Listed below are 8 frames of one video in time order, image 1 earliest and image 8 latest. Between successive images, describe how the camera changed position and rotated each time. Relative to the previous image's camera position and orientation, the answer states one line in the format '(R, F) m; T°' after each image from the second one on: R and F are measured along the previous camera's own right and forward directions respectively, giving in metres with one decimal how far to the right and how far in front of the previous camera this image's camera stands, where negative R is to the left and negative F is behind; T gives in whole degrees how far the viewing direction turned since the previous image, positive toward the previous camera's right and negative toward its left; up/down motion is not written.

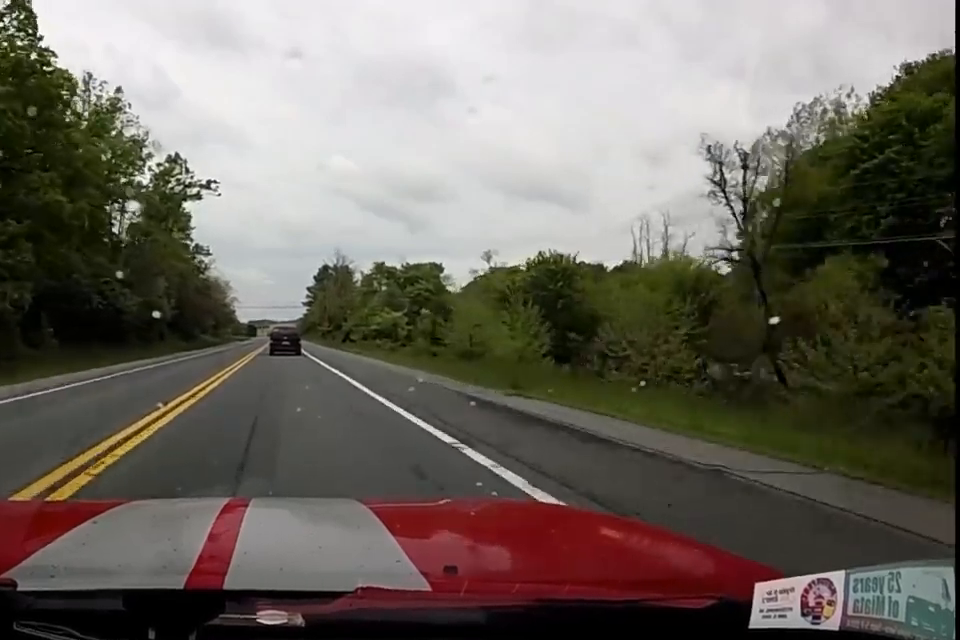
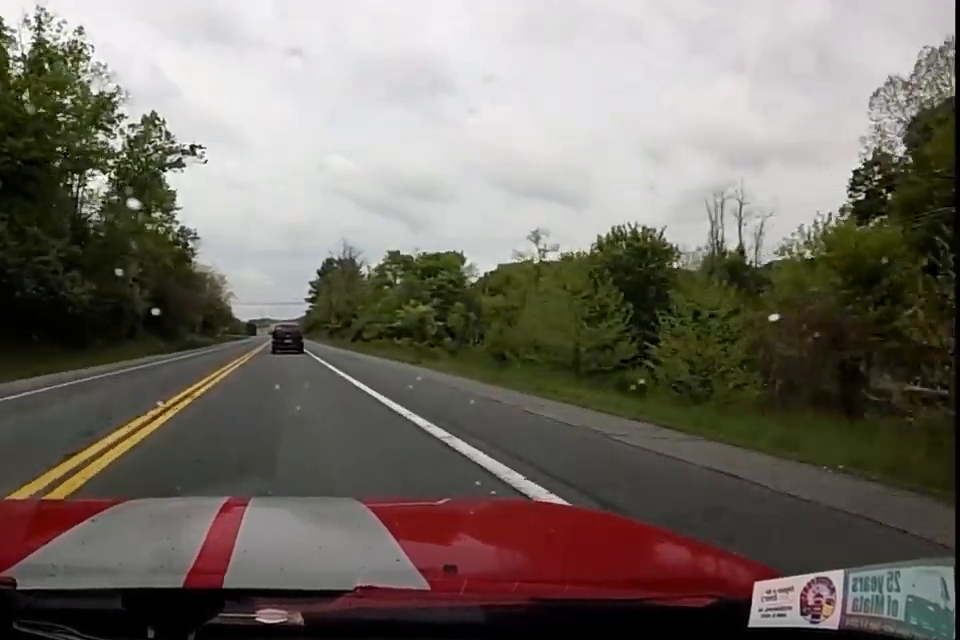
(-0.8, +14.1) m; 0°
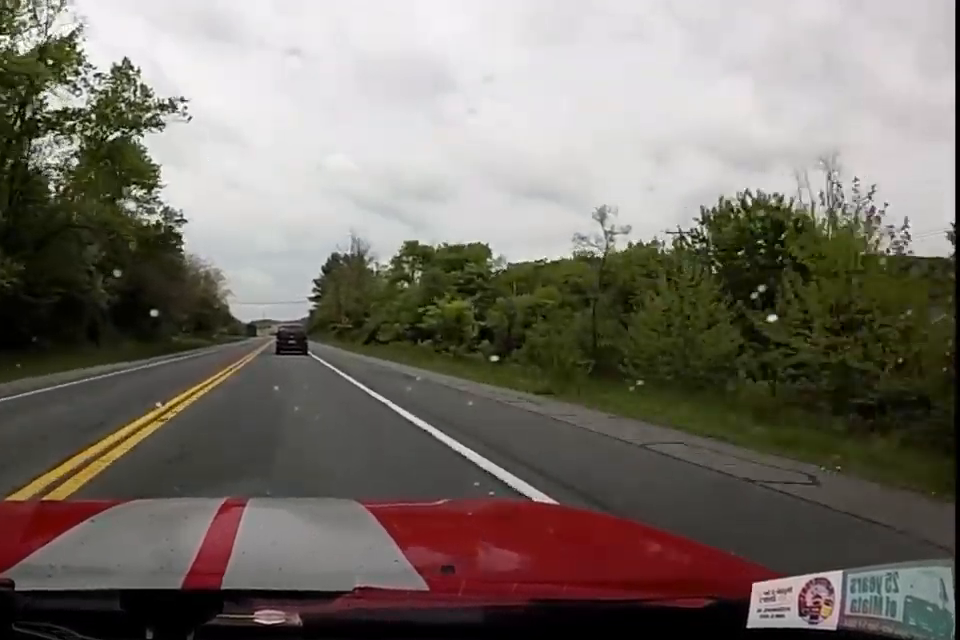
(0.0, +12.5) m; 0°
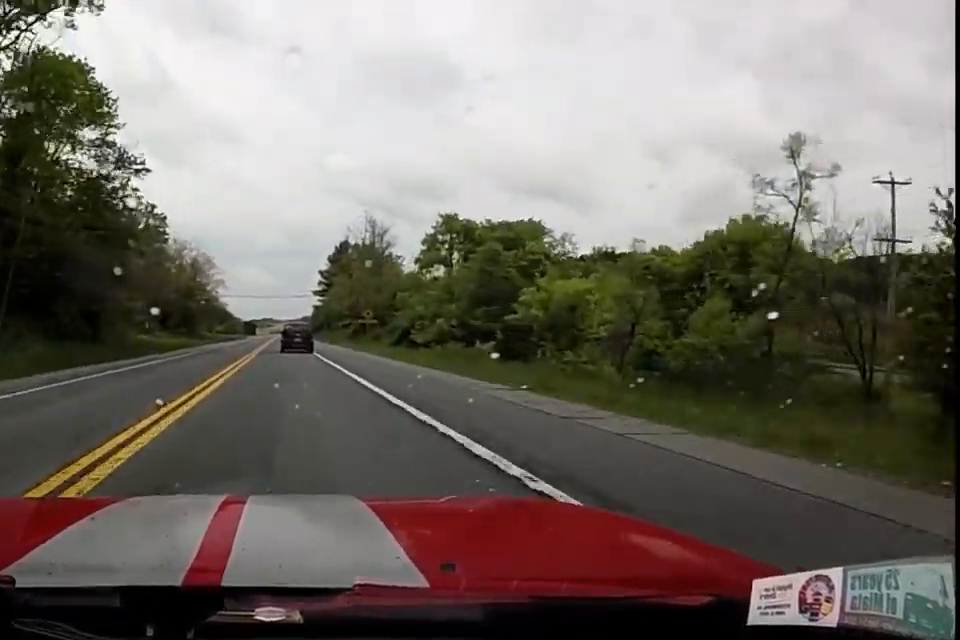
(+0.8, +19.6) m; 0°
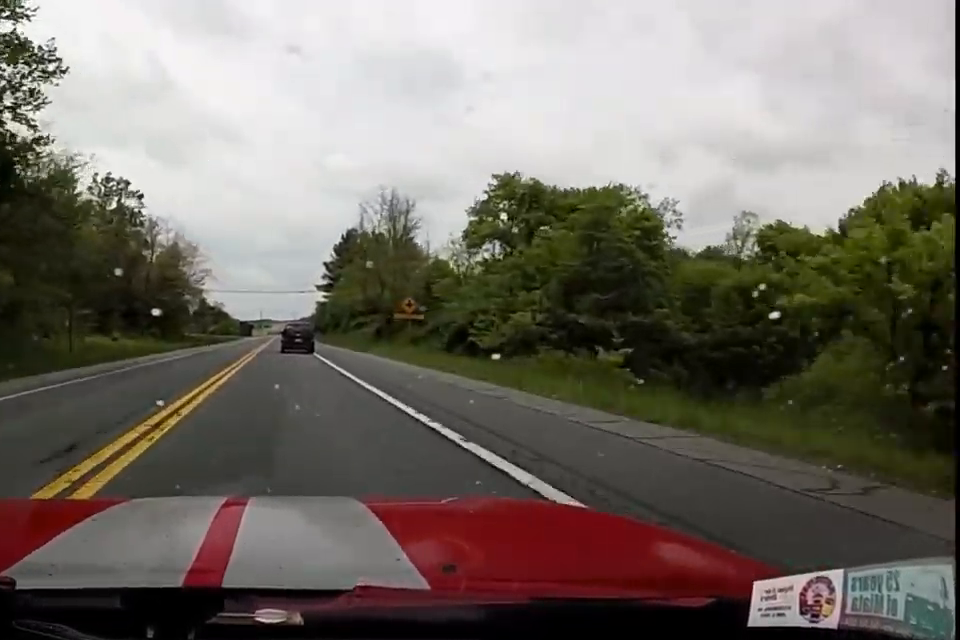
(-1.0, +19.0) m; 0°
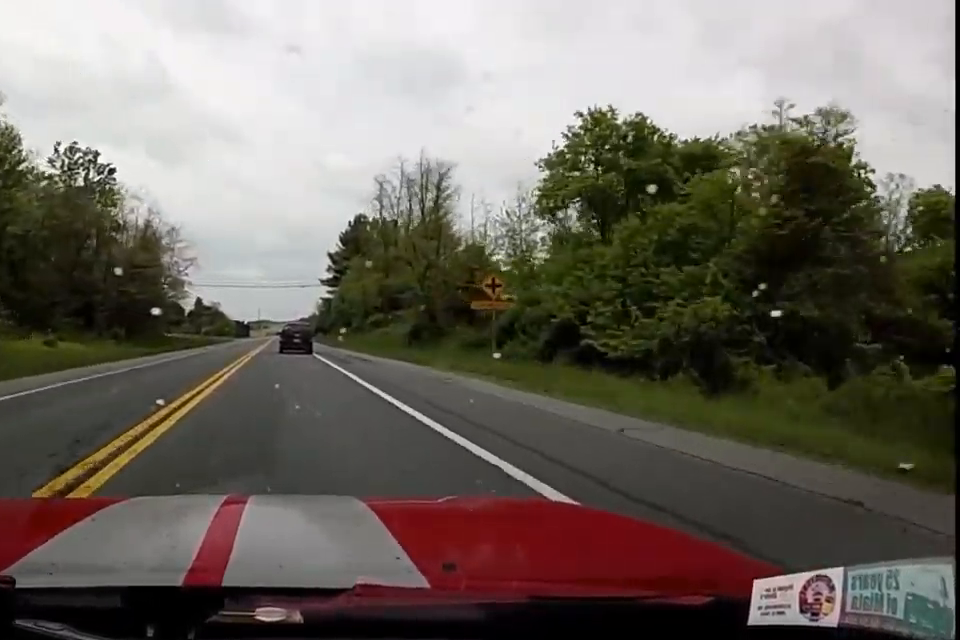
(+0.5, +15.9) m; +1°
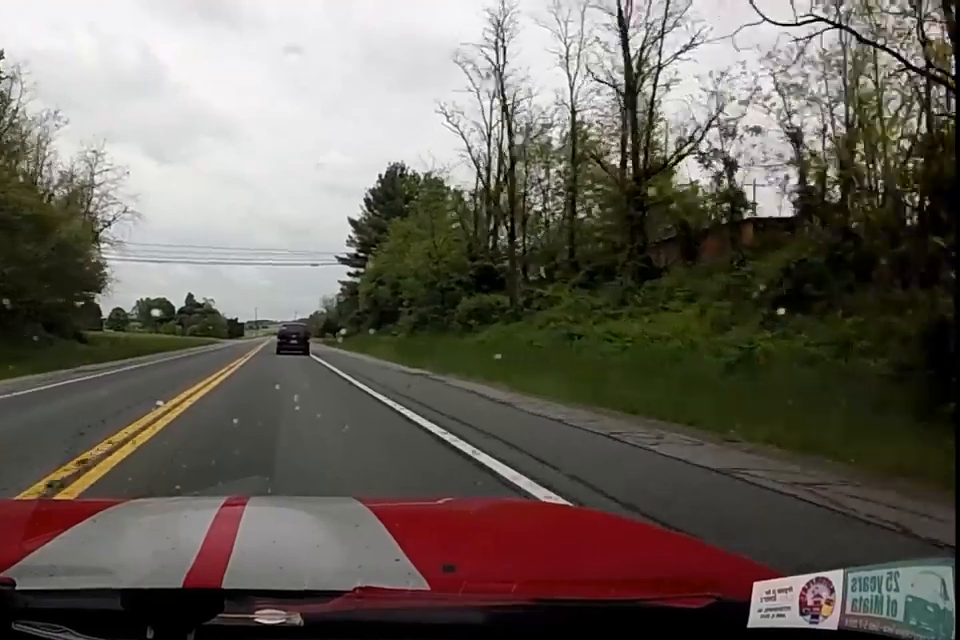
(+0.2, +34.6) m; 0°
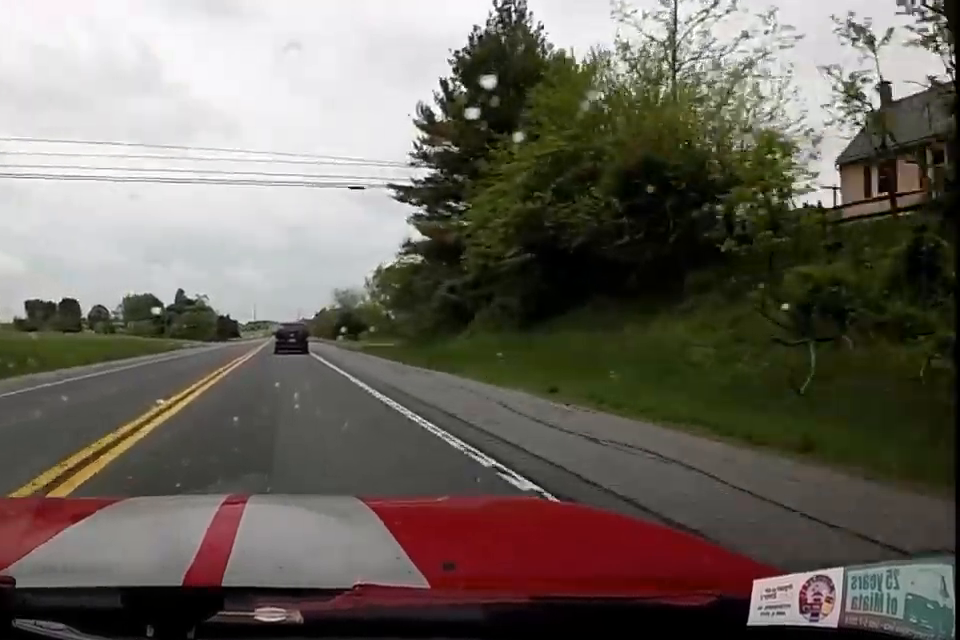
(+0.9, +39.0) m; +3°
